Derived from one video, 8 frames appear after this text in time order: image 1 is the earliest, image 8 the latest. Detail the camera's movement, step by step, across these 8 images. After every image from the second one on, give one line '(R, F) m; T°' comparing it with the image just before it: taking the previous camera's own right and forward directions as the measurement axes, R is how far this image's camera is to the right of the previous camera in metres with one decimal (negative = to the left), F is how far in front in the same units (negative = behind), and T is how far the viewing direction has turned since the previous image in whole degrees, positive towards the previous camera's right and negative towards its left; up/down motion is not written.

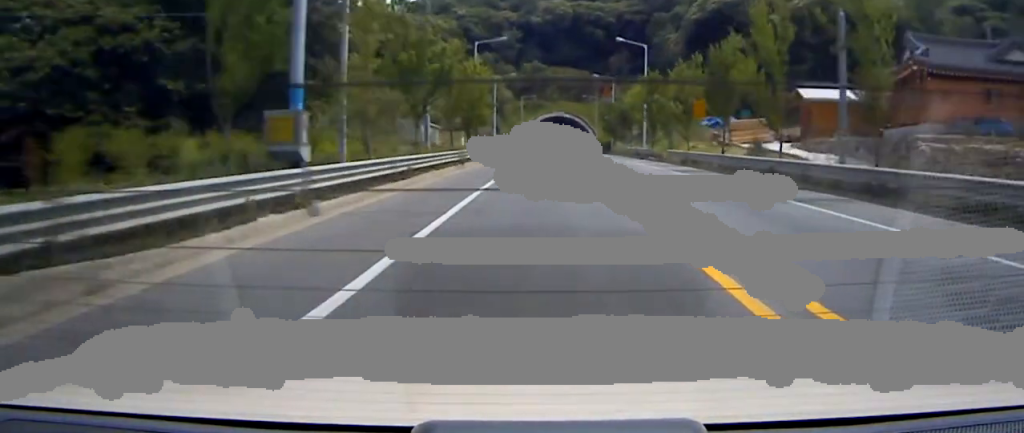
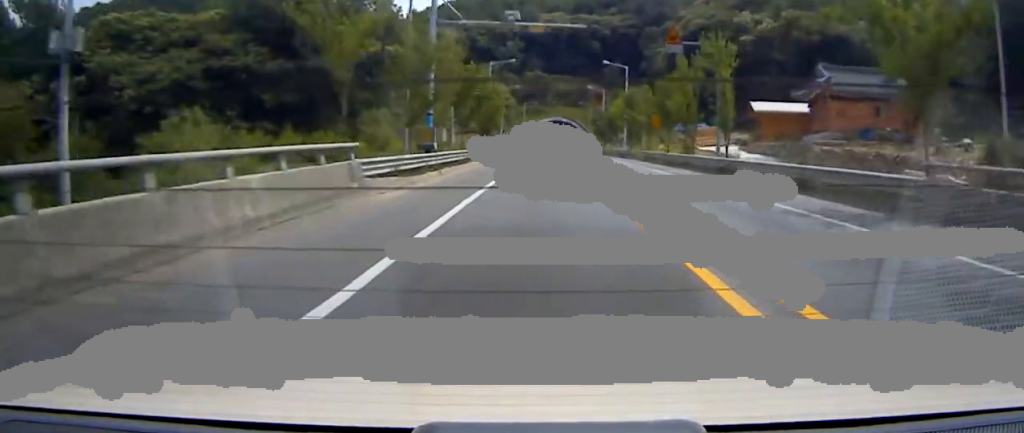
(+0.2, +5.3) m; +2°
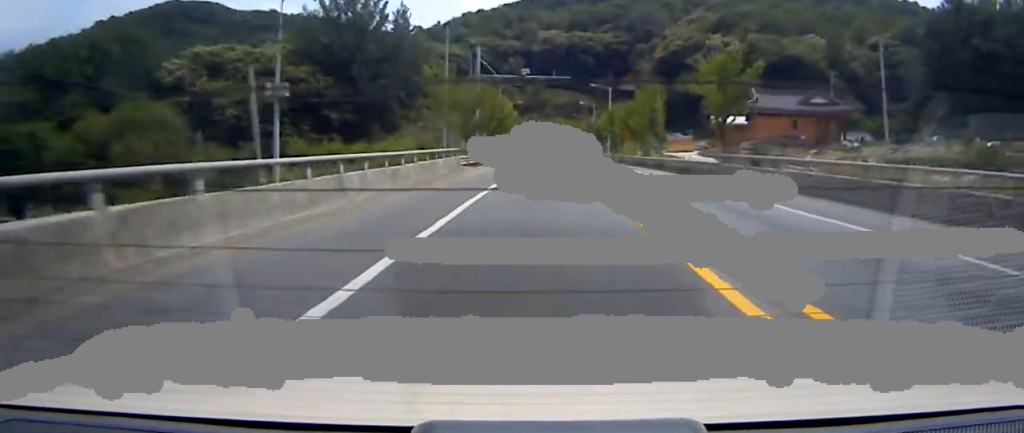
(0.0, +6.3) m; -1°
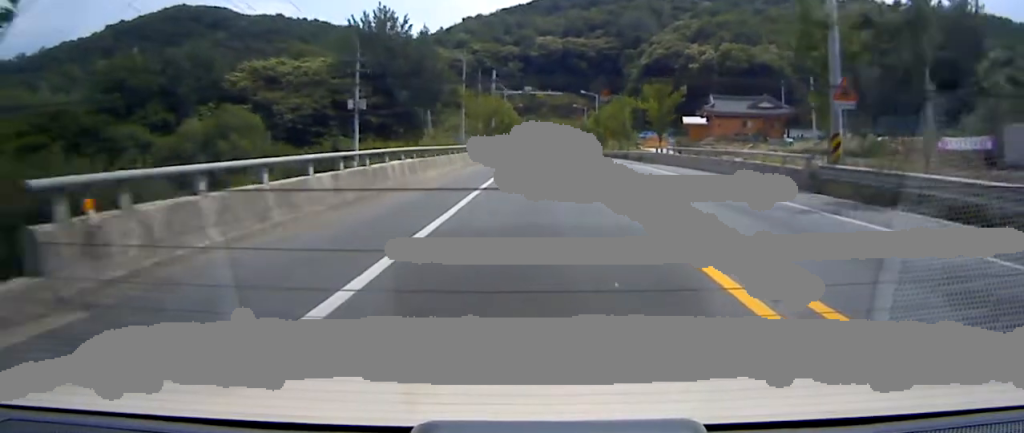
(-0.1, +5.6) m; 0°
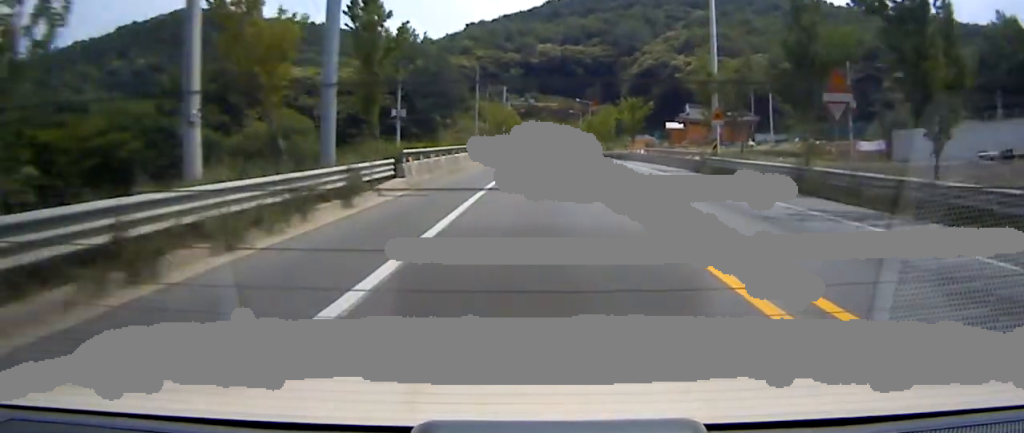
(+0.1, +5.1) m; -1°
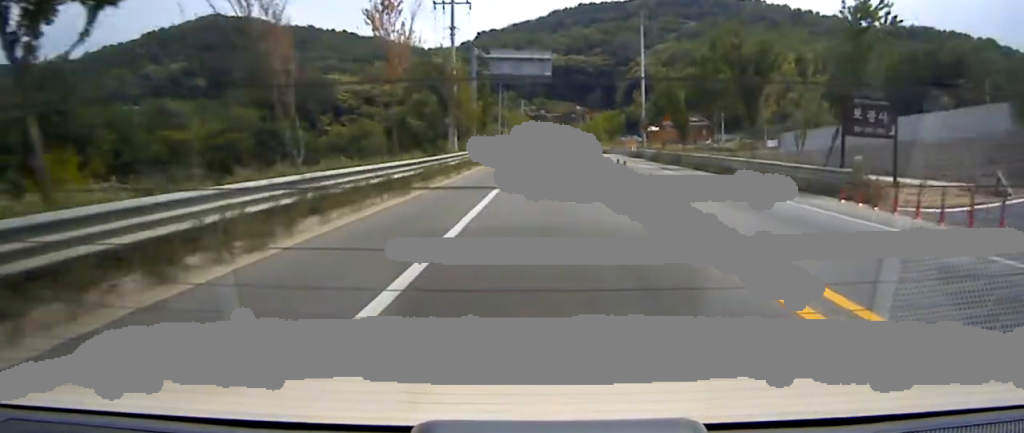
(-0.4, +10.3) m; -3°
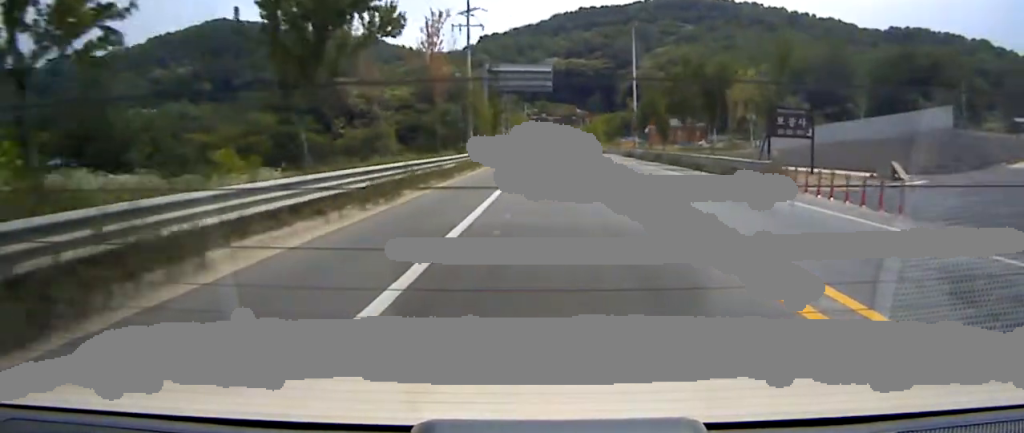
(0.0, +2.7) m; 0°
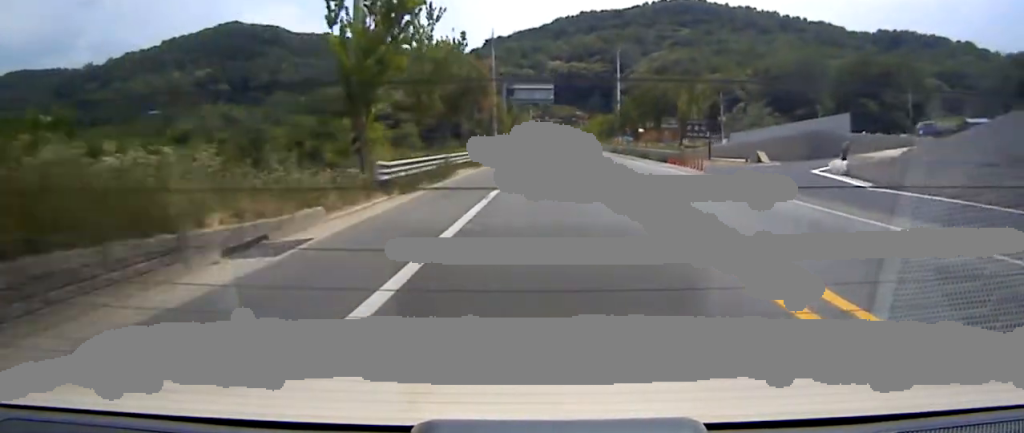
(+0.1, +7.0) m; +2°
